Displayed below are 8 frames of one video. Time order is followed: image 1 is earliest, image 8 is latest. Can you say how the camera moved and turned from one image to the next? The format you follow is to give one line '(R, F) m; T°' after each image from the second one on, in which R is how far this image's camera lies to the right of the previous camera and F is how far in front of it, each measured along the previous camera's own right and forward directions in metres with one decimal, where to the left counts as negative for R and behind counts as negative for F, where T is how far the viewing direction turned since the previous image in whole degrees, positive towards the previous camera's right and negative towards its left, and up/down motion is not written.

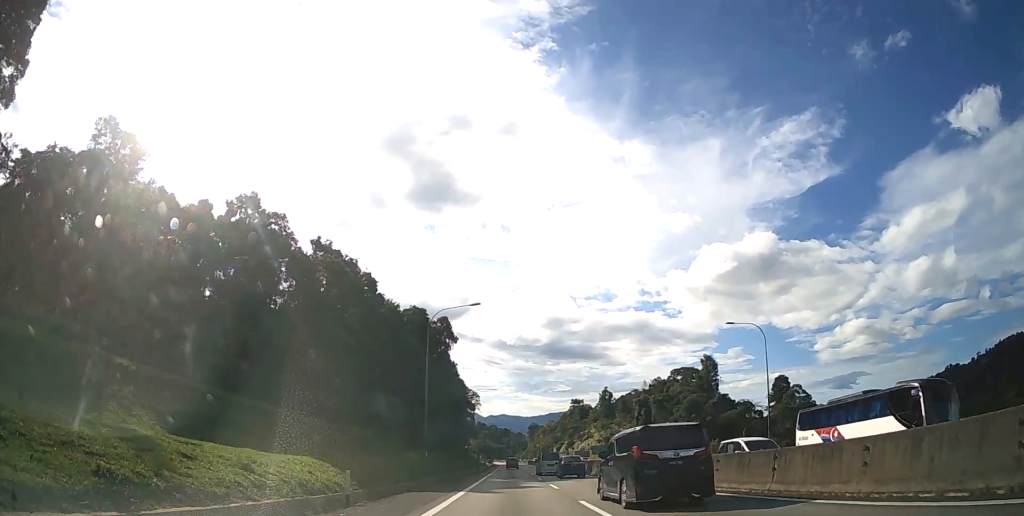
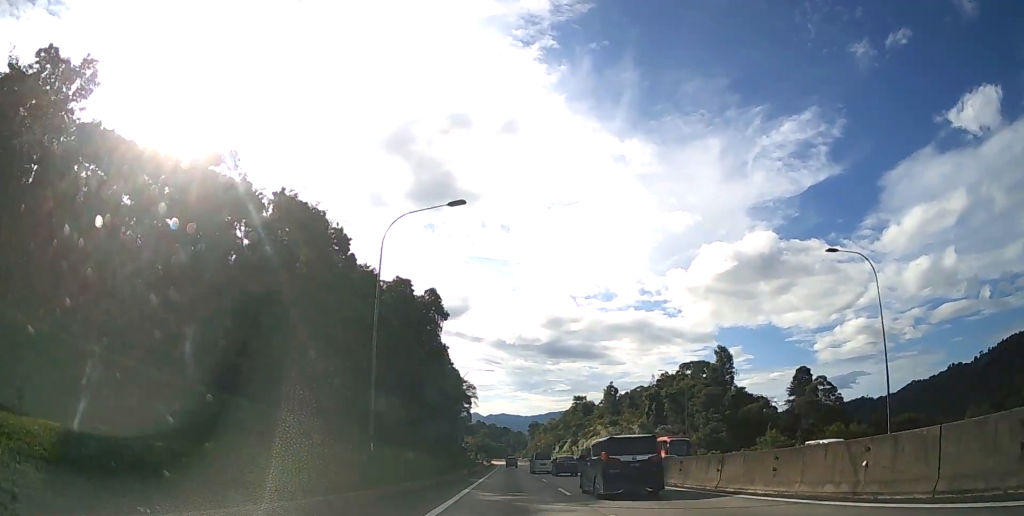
(0.0, +16.2) m; 0°
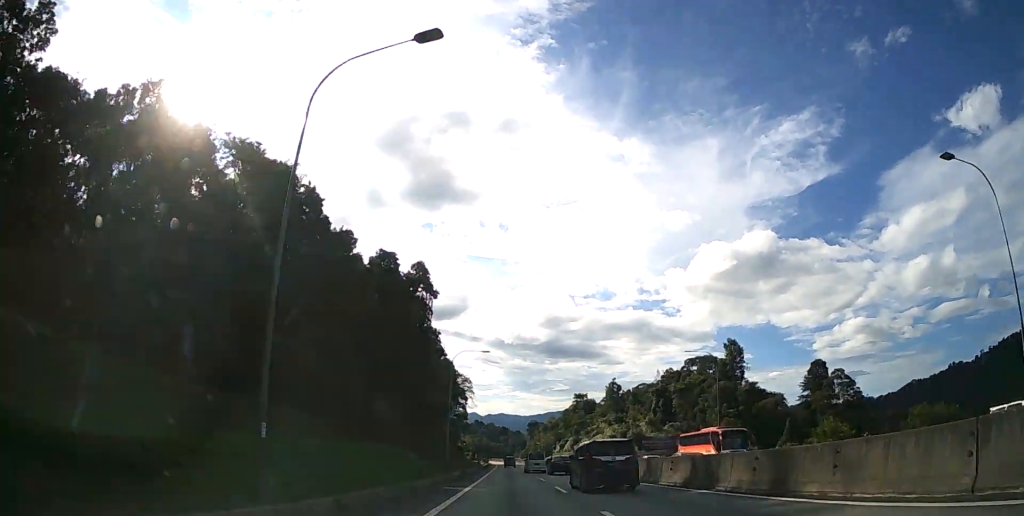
(0.0, +11.0) m; 0°
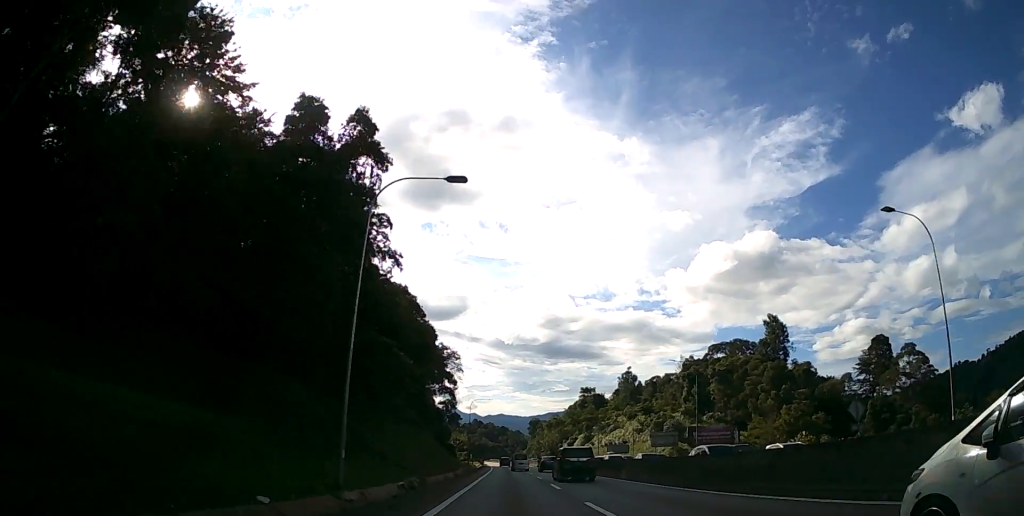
(+0.1, +33.6) m; 0°
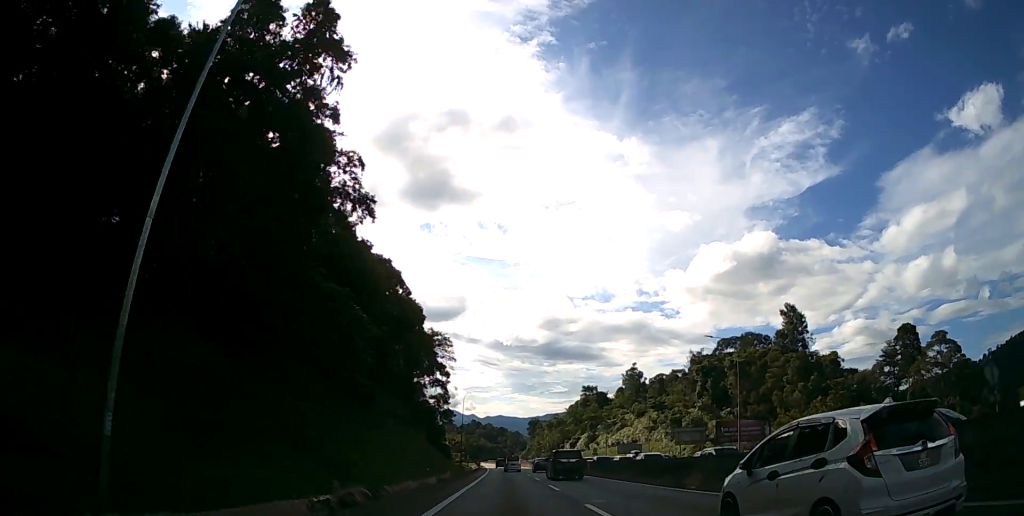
(0.0, +12.5) m; 0°
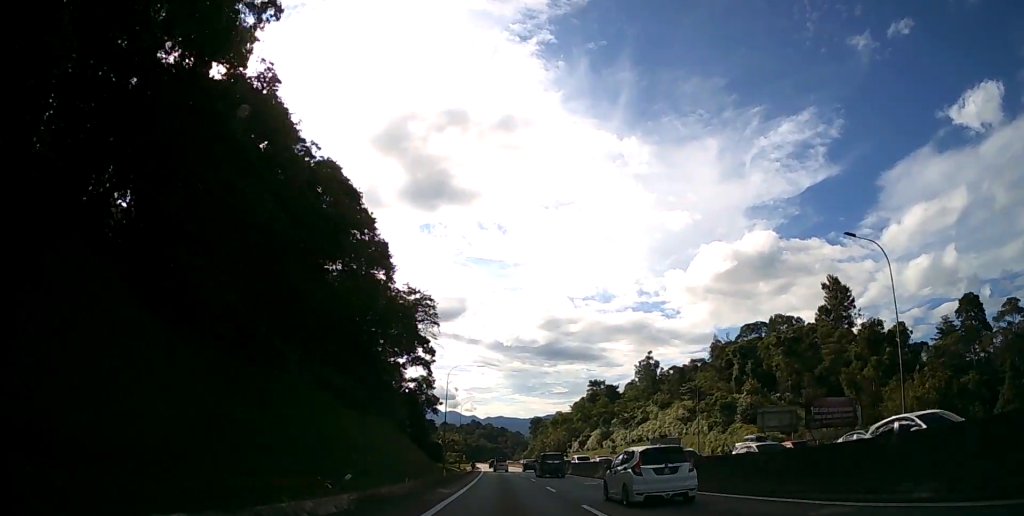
(0.0, +23.8) m; 0°
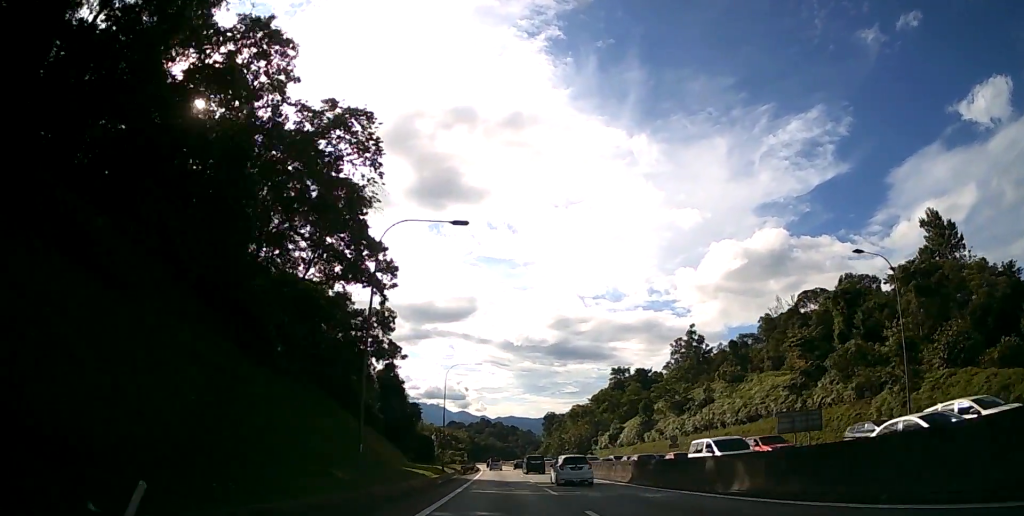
(-0.1, +36.9) m; -1°
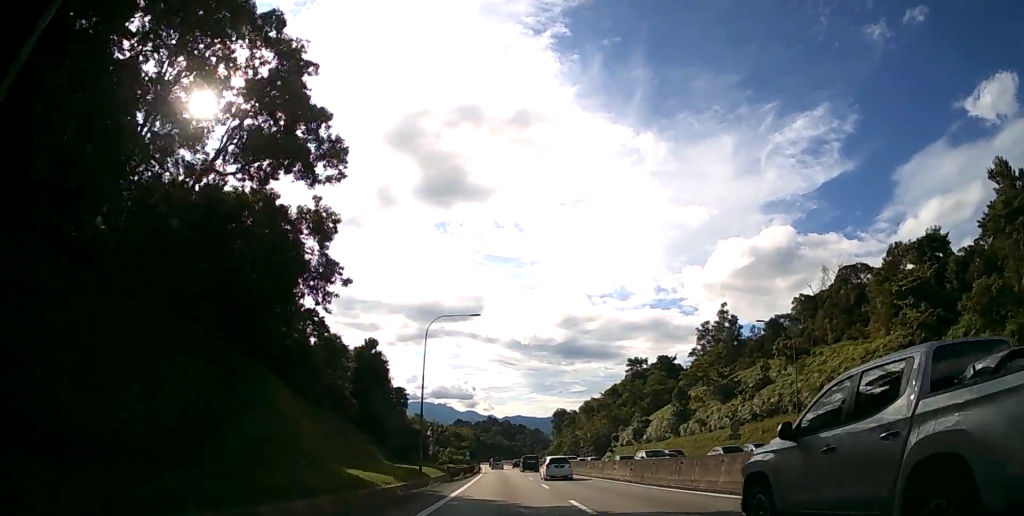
(-0.1, +20.2) m; -1°
